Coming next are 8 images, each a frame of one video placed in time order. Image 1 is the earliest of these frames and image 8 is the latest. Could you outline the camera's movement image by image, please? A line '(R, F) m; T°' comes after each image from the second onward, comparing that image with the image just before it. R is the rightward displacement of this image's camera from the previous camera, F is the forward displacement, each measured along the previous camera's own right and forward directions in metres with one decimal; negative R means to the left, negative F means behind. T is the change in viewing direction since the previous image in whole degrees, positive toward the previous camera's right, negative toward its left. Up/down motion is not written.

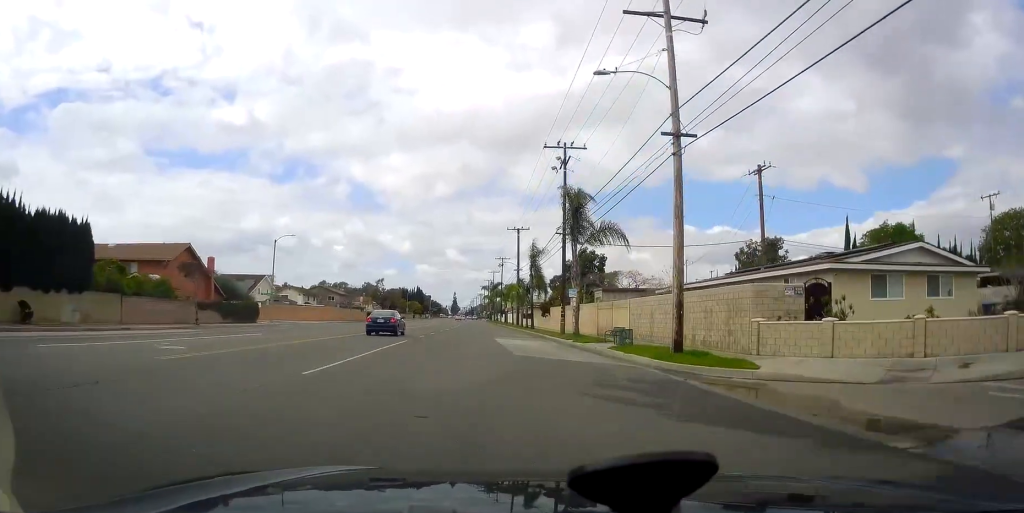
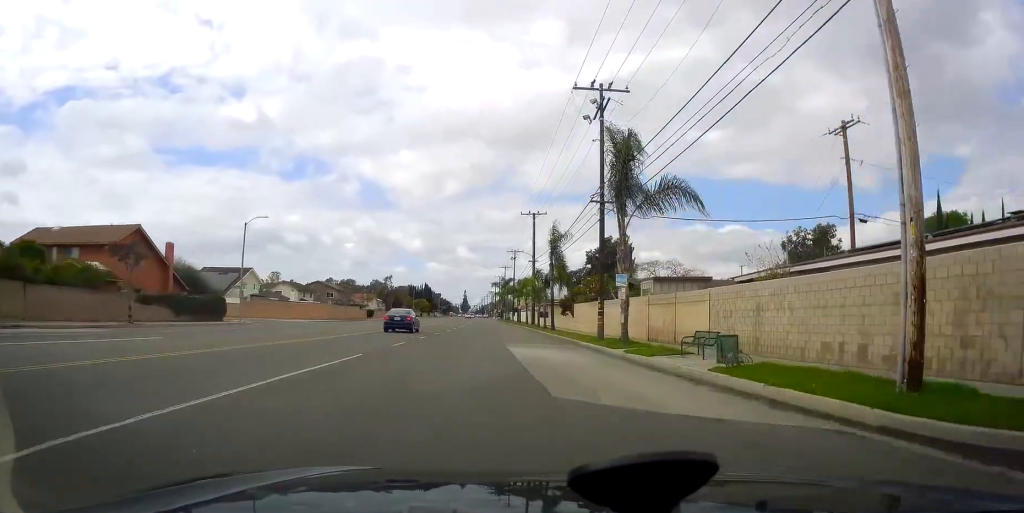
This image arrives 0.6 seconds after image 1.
(-0.1, +11.1) m; 0°
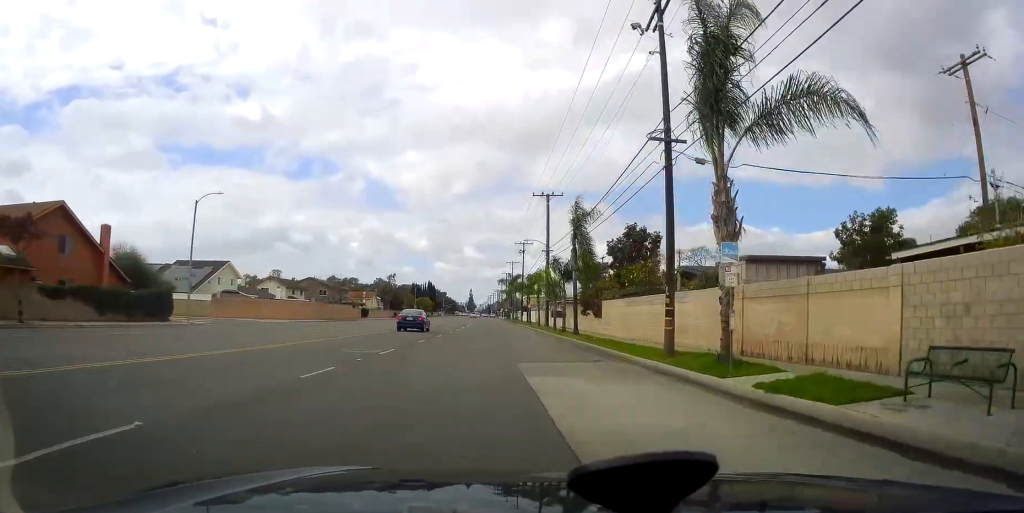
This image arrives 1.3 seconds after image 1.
(-0.1, +11.2) m; +1°
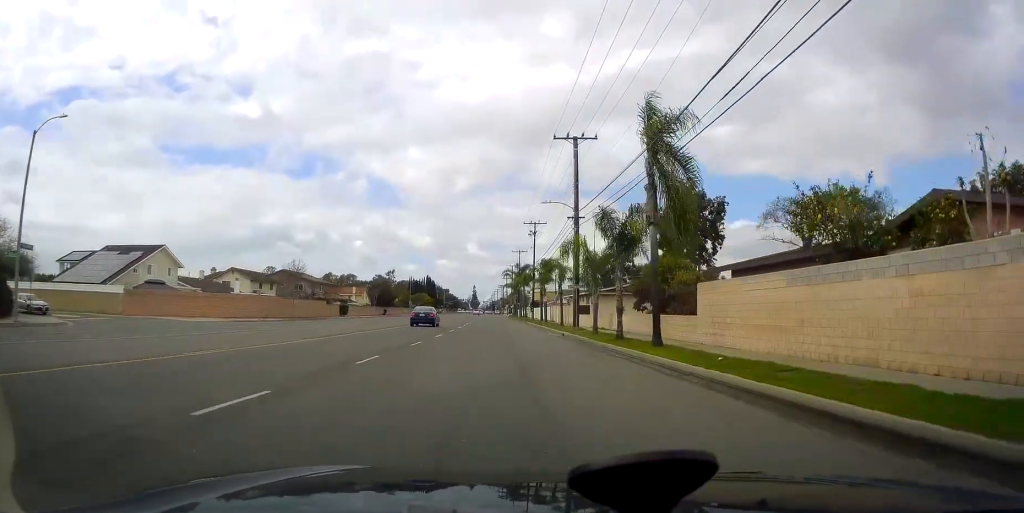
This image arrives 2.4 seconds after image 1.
(+0.5, +19.6) m; 0°
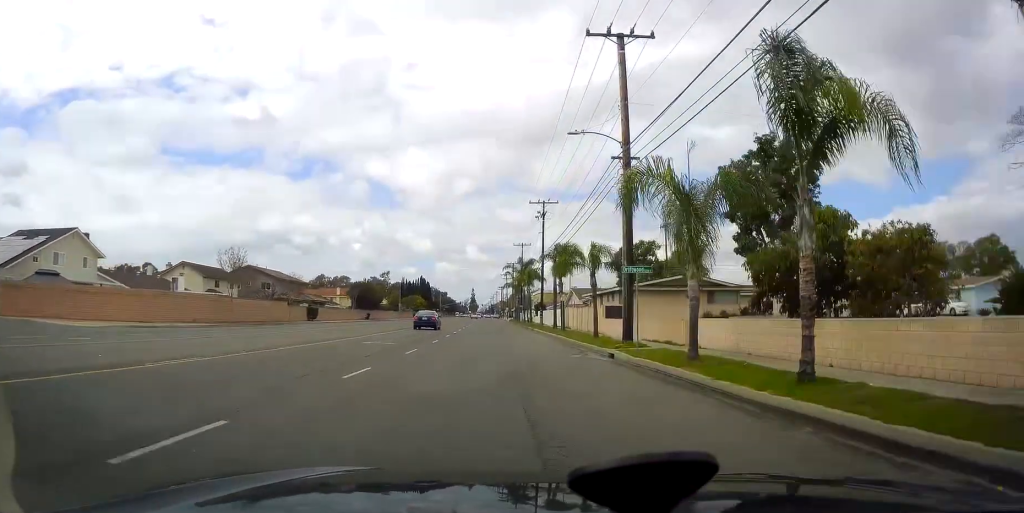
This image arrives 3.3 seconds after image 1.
(-0.5, +16.7) m; -2°
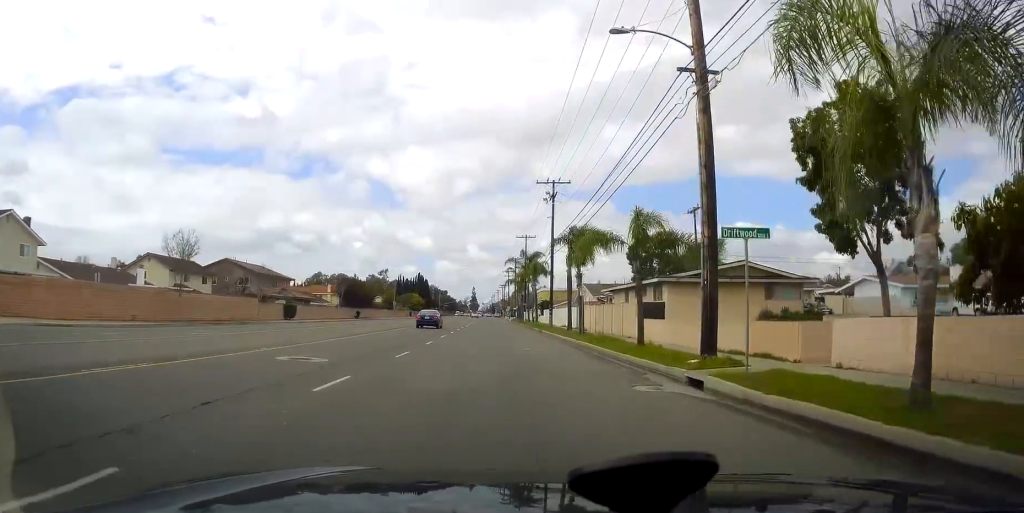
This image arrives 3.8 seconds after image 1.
(0.0, +9.6) m; 0°
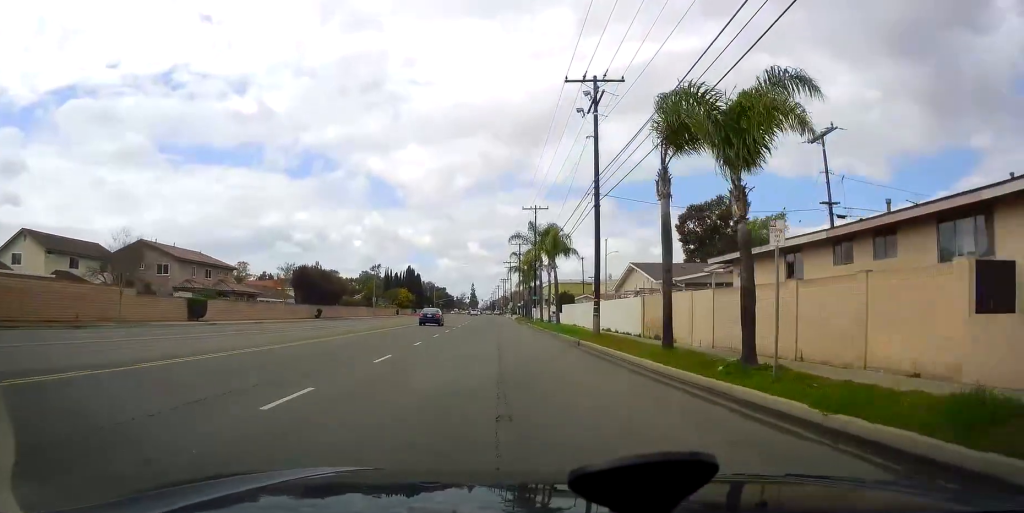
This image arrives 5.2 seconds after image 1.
(0.0, +23.9) m; 0°
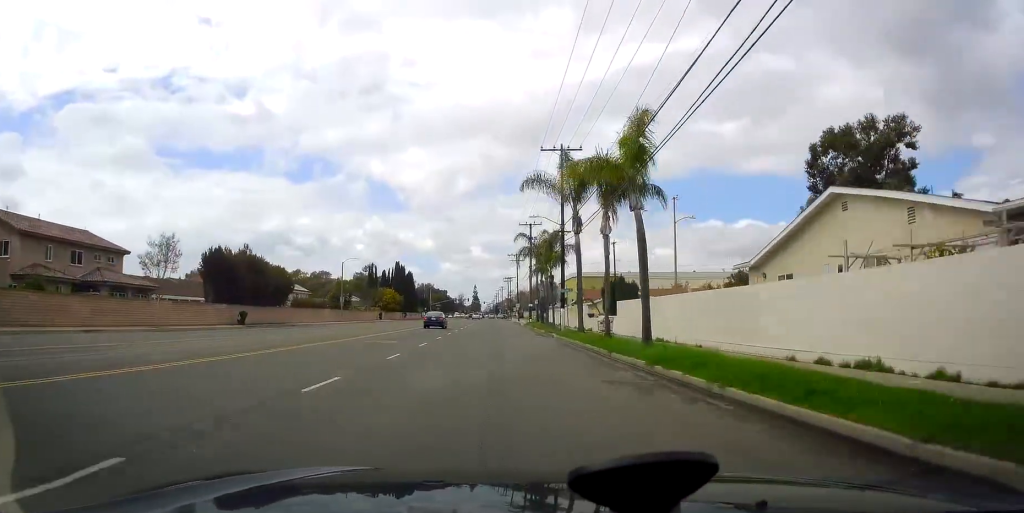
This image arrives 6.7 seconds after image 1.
(0.0, +27.0) m; 0°
